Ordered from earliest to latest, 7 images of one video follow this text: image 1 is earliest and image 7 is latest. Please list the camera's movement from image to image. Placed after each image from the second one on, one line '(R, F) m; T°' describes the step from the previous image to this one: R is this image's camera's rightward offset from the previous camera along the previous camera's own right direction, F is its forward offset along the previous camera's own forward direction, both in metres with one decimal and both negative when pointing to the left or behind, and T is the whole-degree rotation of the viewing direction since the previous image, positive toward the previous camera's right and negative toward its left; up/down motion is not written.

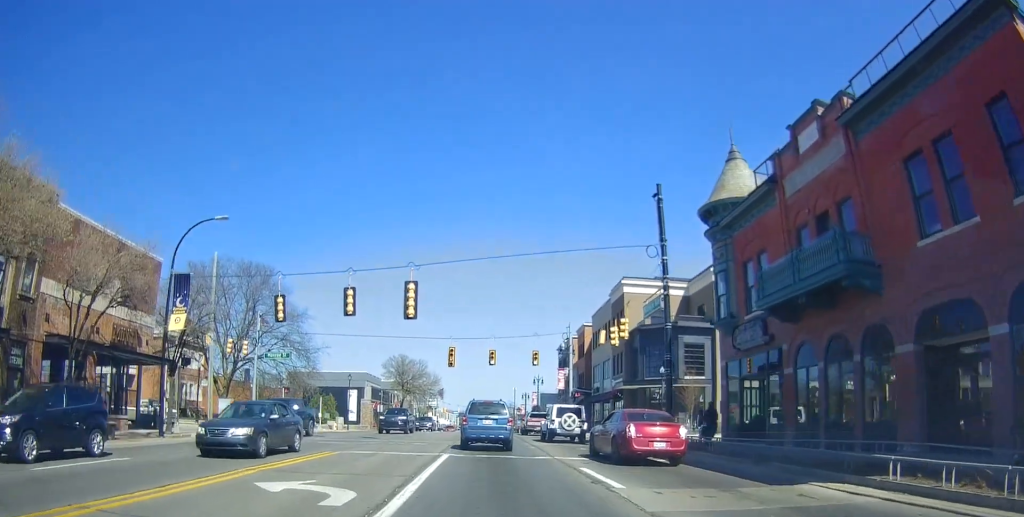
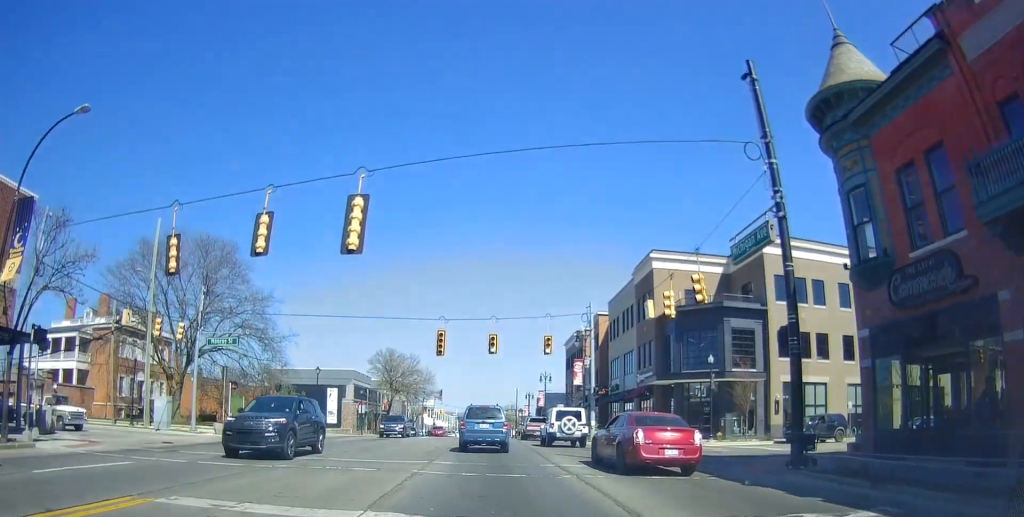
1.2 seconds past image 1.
(+0.1, +9.2) m; -3°
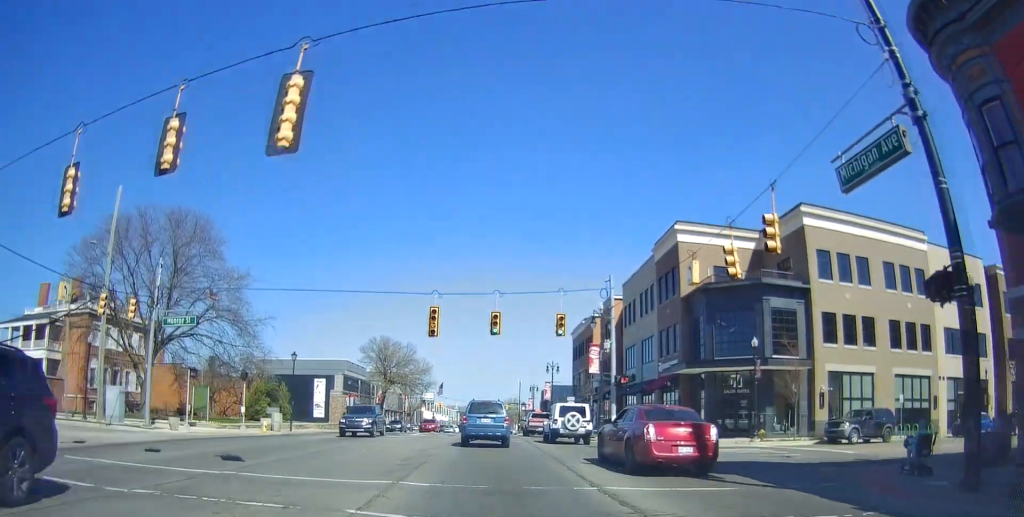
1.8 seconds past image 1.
(-0.3, +6.0) m; +3°
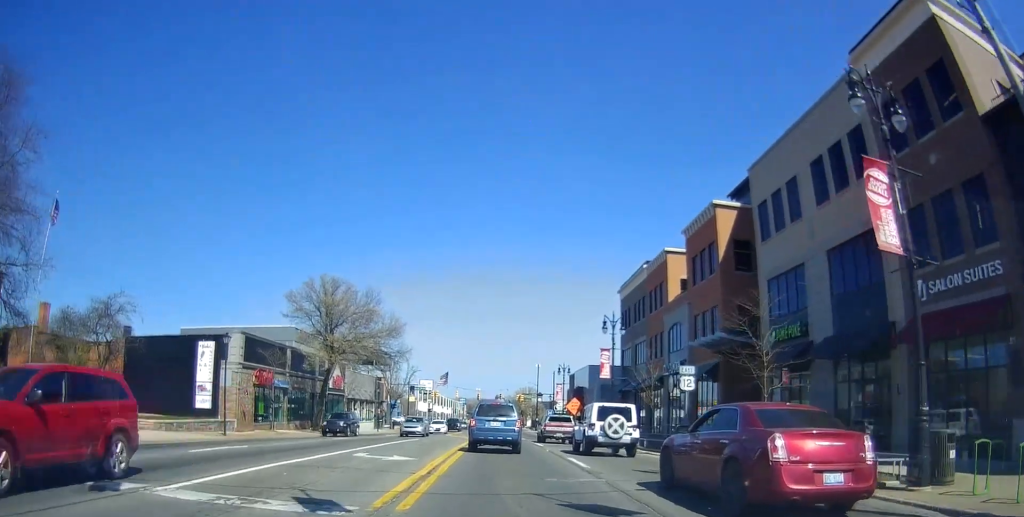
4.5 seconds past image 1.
(+1.7, +28.5) m; -1°
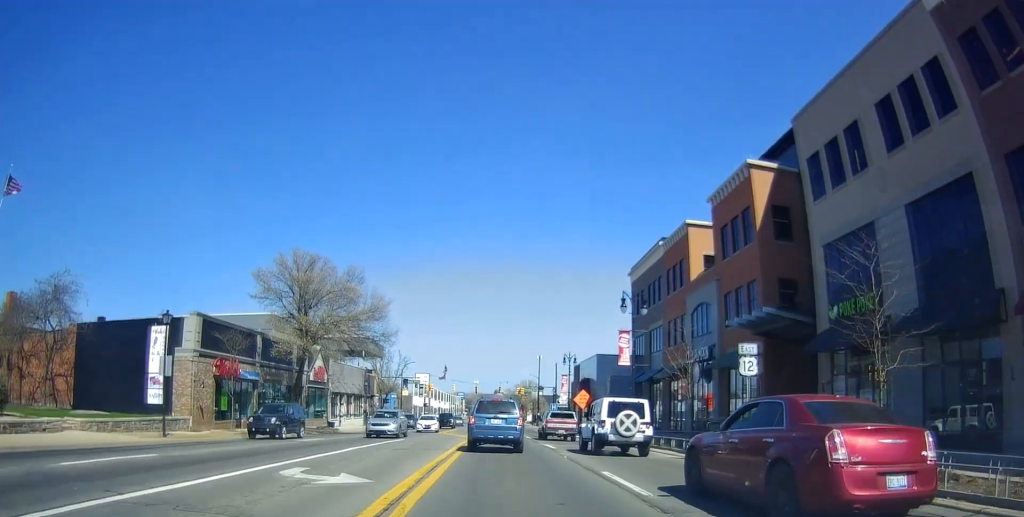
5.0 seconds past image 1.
(-0.3, +5.9) m; -1°
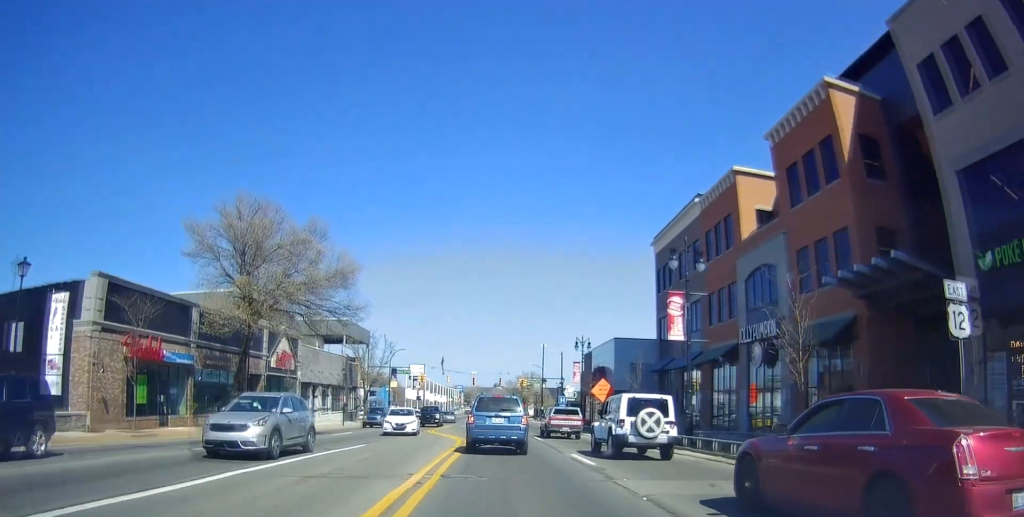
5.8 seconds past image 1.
(+0.1, +9.5) m; 0°
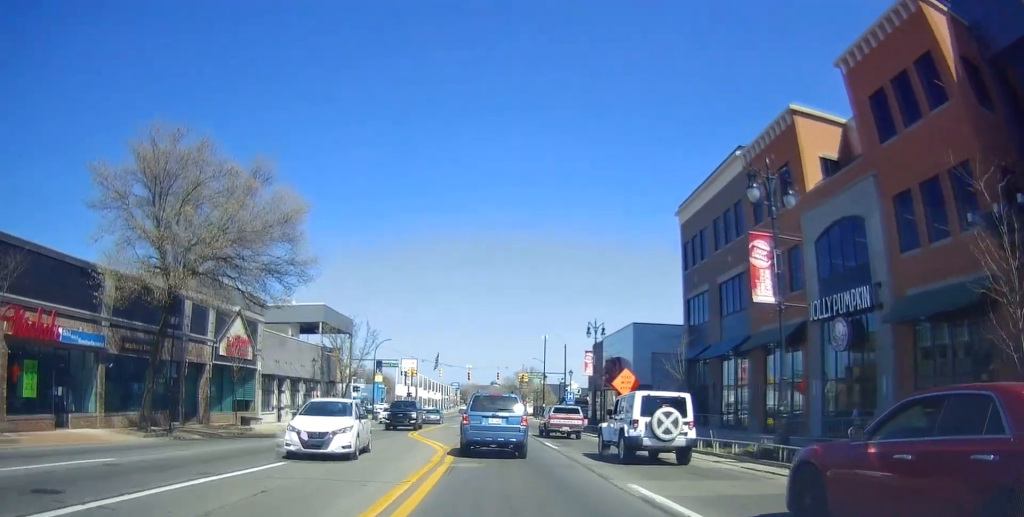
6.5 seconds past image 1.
(+0.1, +8.5) m; 0°
